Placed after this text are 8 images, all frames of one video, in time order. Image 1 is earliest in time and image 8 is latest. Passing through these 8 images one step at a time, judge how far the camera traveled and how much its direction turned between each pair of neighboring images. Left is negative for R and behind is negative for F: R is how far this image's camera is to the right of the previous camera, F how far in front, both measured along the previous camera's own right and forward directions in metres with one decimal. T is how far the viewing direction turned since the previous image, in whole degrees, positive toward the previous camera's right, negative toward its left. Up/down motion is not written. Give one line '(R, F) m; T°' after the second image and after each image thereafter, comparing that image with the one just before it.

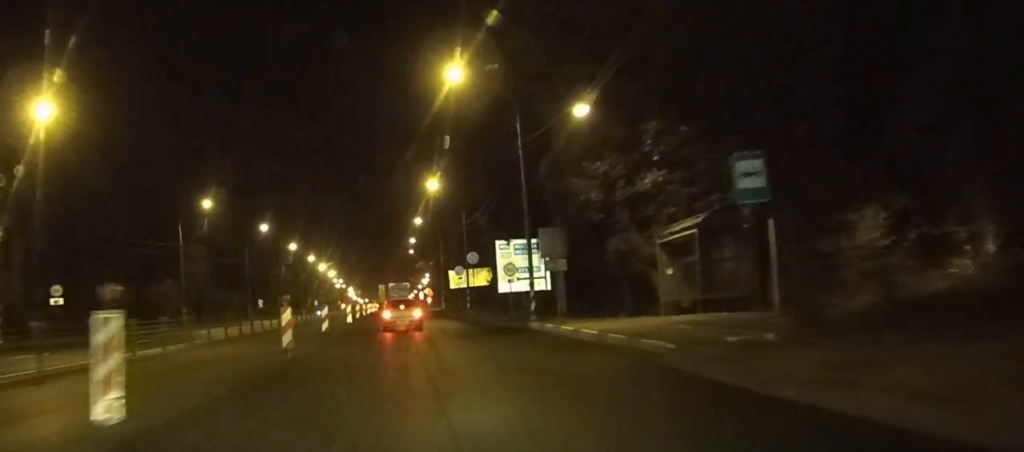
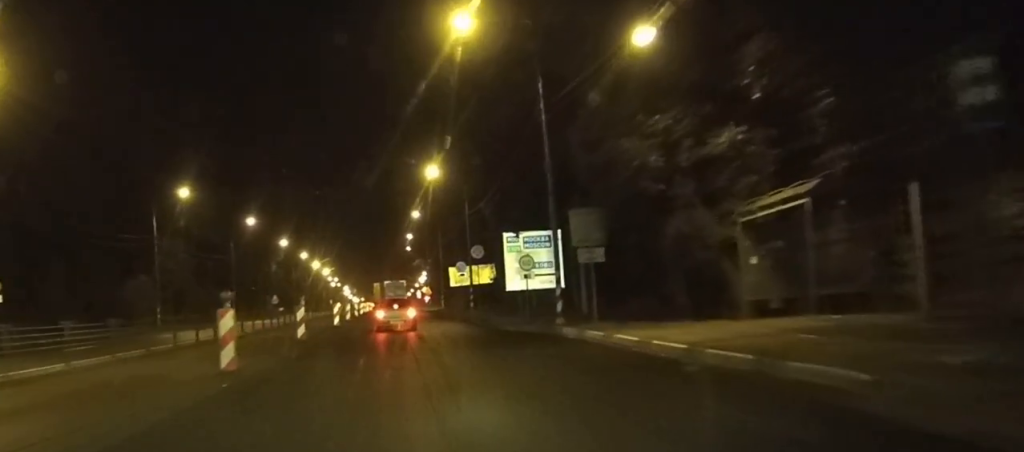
(0.0, +7.0) m; 0°
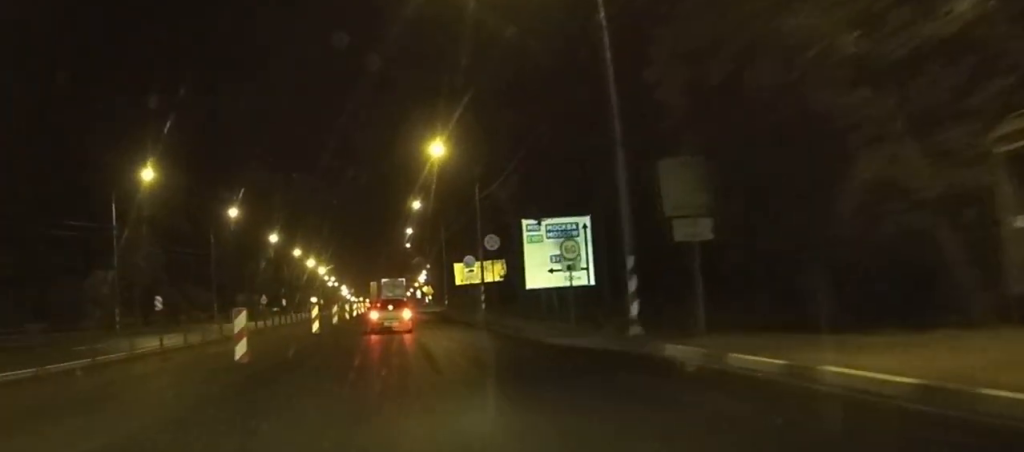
(+0.1, +9.6) m; +1°
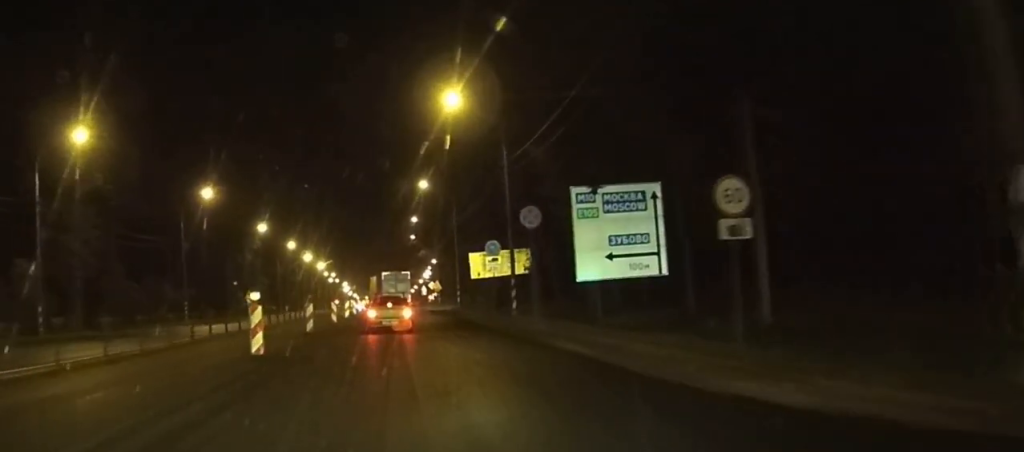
(0.0, +13.1) m; 0°
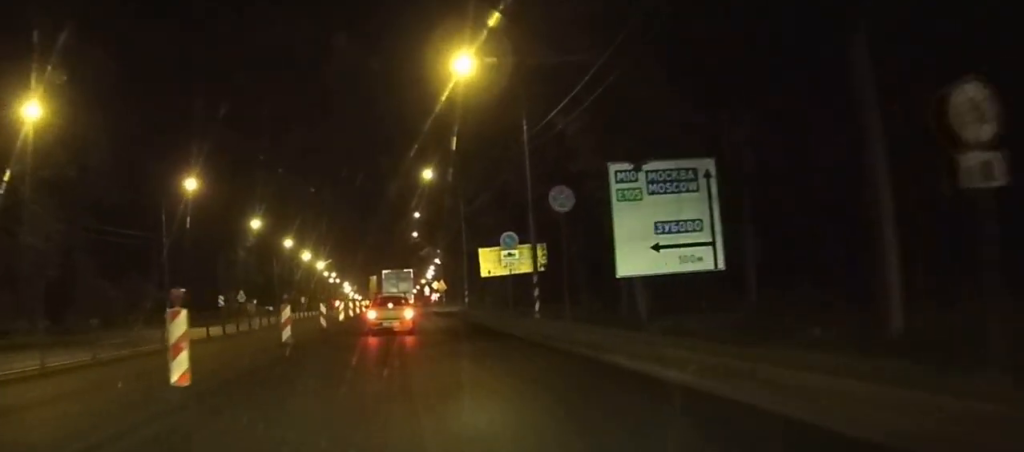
(0.0, +6.4) m; 0°
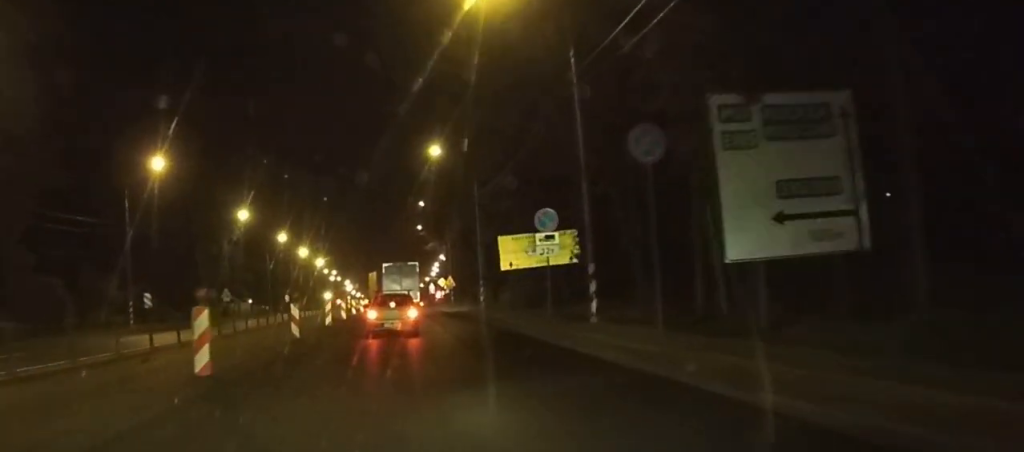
(+0.1, +9.9) m; 0°
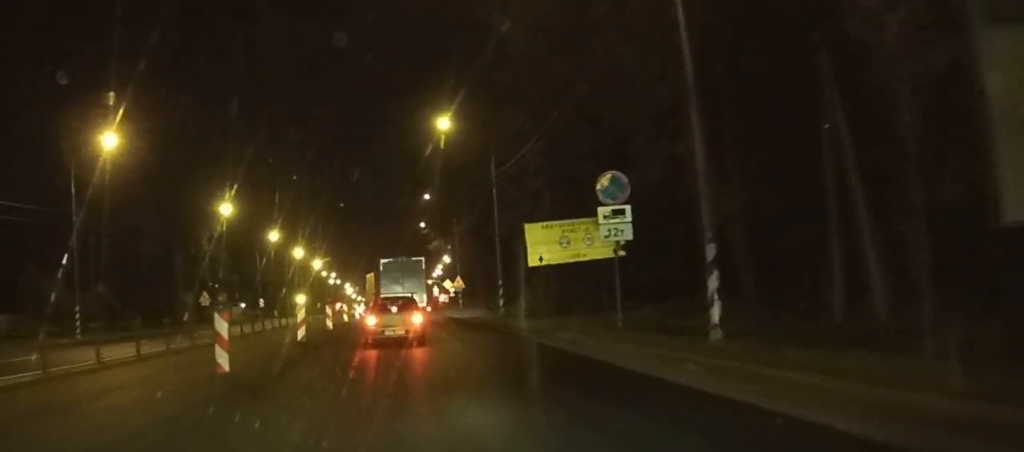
(0.0, +9.9) m; 0°
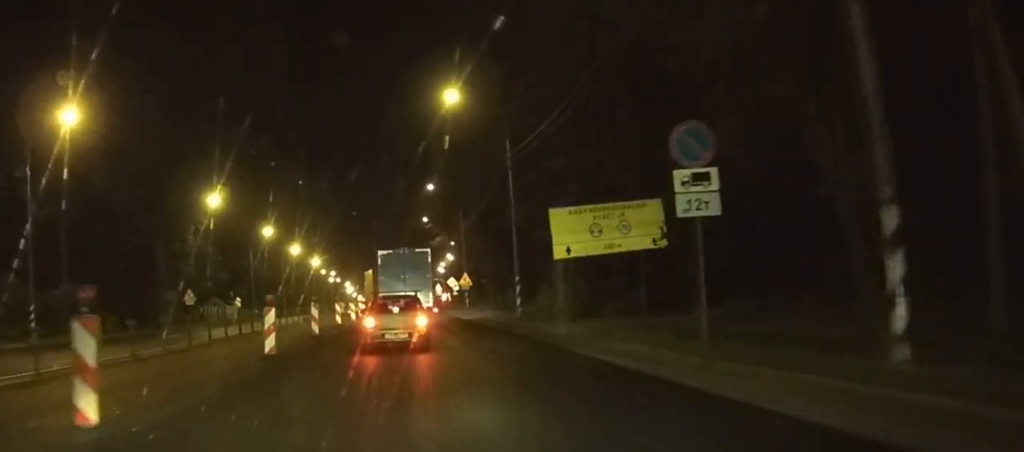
(0.0, +6.0) m; +1°
